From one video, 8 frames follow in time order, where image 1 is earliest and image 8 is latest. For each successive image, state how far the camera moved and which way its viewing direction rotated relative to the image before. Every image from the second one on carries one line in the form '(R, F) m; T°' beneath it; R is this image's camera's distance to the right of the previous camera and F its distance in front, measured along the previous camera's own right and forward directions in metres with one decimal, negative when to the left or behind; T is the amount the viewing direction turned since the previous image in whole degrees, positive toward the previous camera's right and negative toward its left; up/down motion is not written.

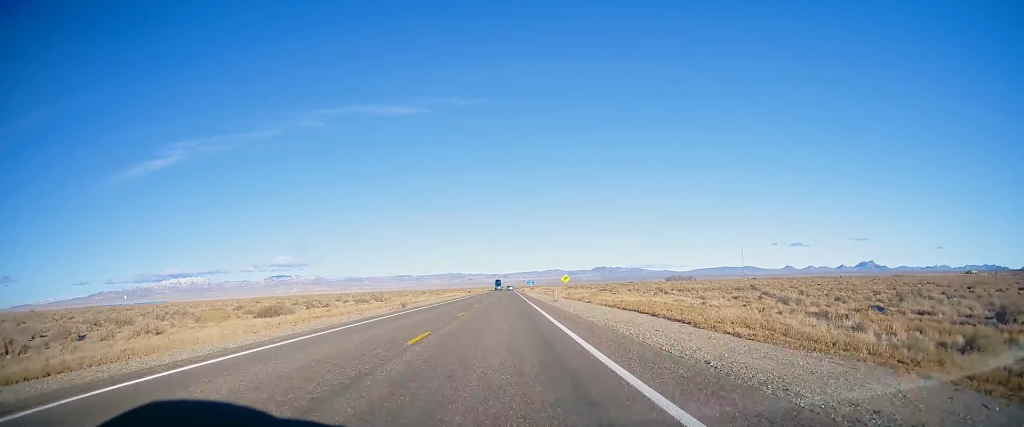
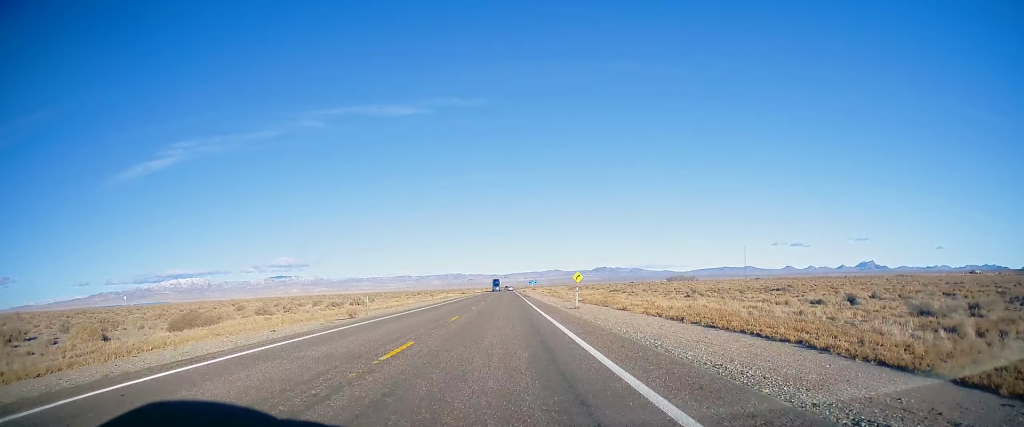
(0.0, +14.8) m; 0°
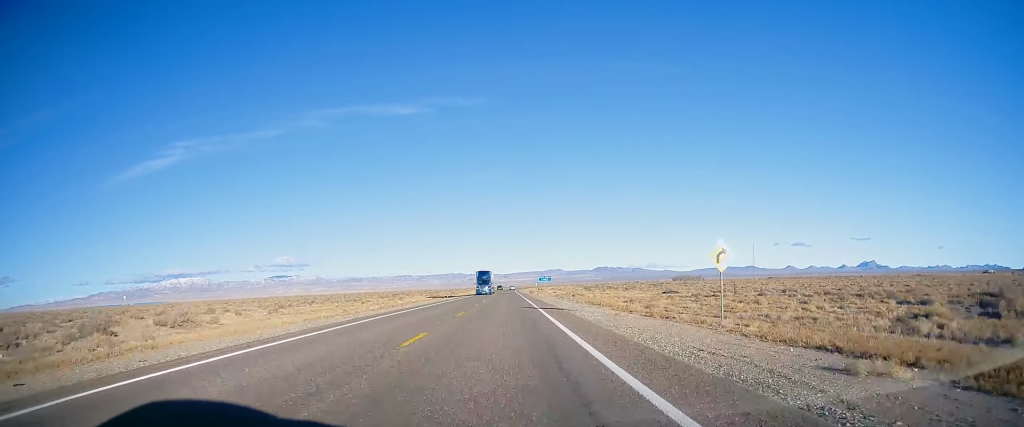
(-0.1, +46.1) m; 0°
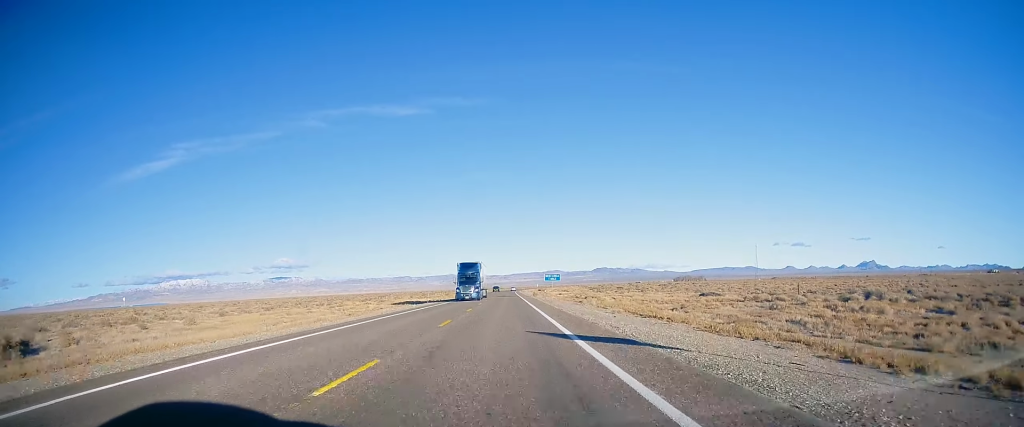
(-0.1, +17.7) m; 0°
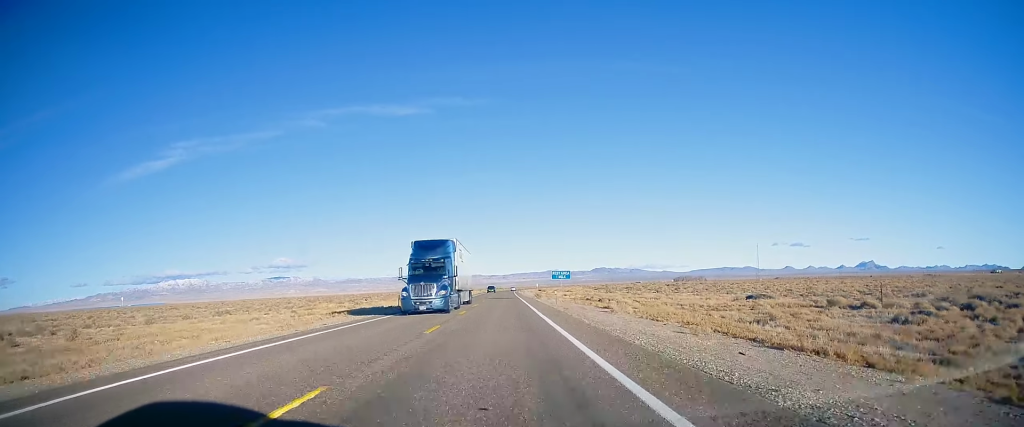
(0.0, +14.7) m; 0°
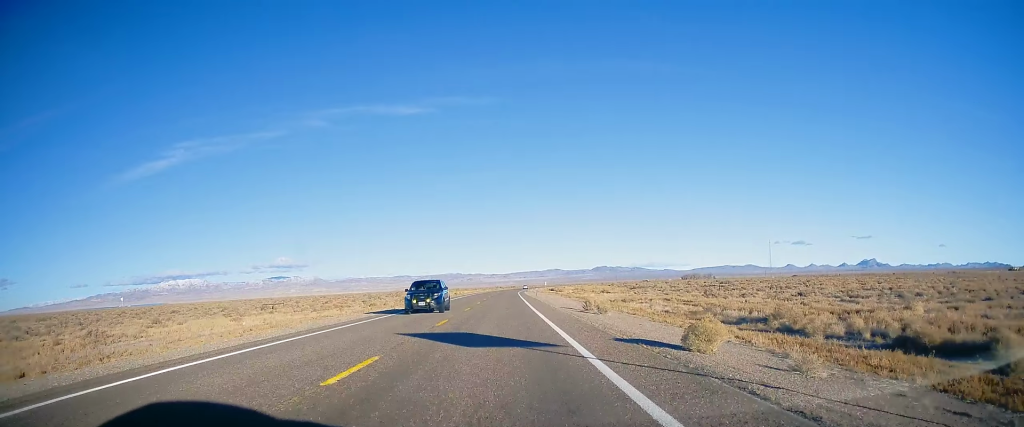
(-0.2, +57.4) m; -1°
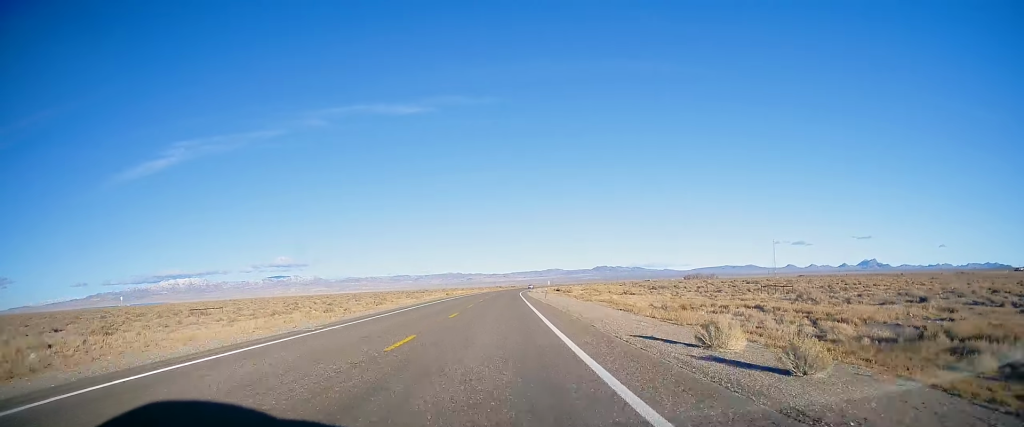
(-0.1, +19.9) m; 0°
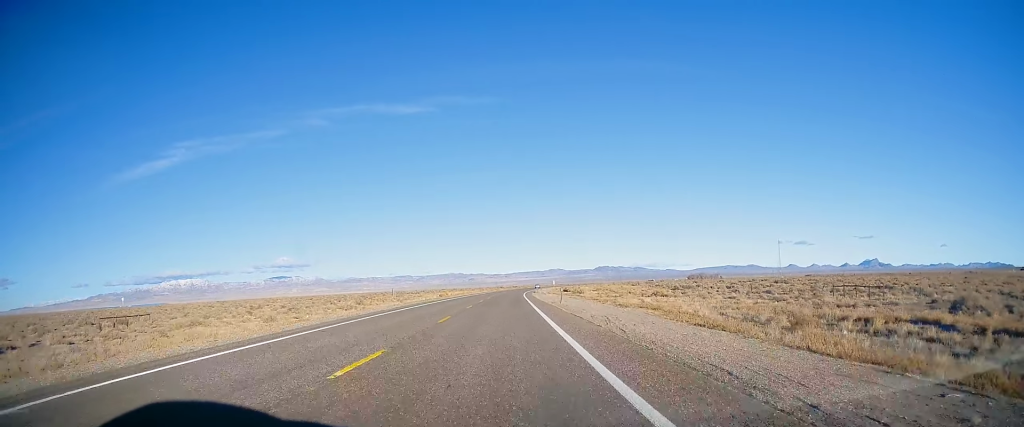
(0.0, +16.0) m; 0°
